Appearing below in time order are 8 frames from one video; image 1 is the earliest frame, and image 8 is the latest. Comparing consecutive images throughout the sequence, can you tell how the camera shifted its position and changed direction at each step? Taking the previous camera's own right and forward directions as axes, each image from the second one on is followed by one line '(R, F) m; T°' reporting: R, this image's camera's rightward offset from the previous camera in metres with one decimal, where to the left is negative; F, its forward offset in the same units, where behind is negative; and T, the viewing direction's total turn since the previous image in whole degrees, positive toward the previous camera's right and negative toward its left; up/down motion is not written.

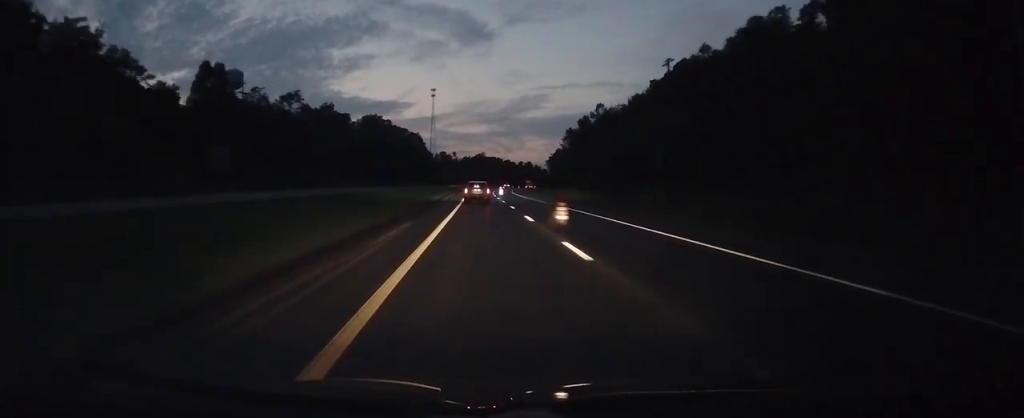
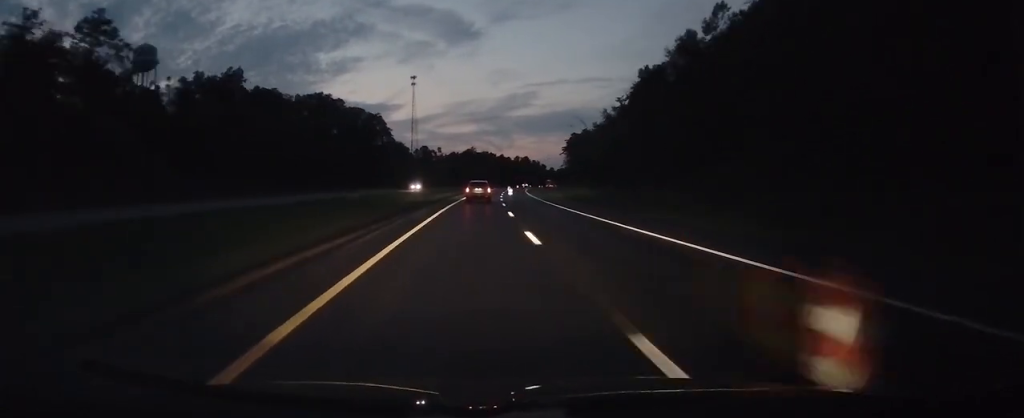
(-1.2, +70.4) m; +1°
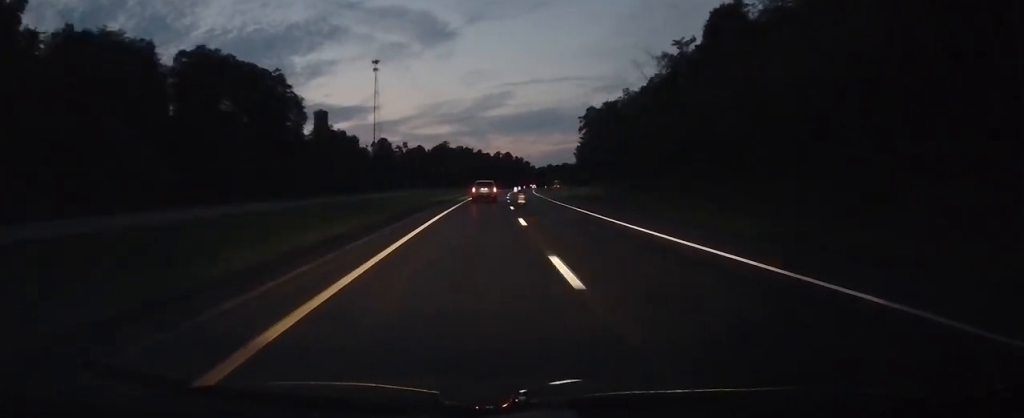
(+2.6, +67.0) m; +3°
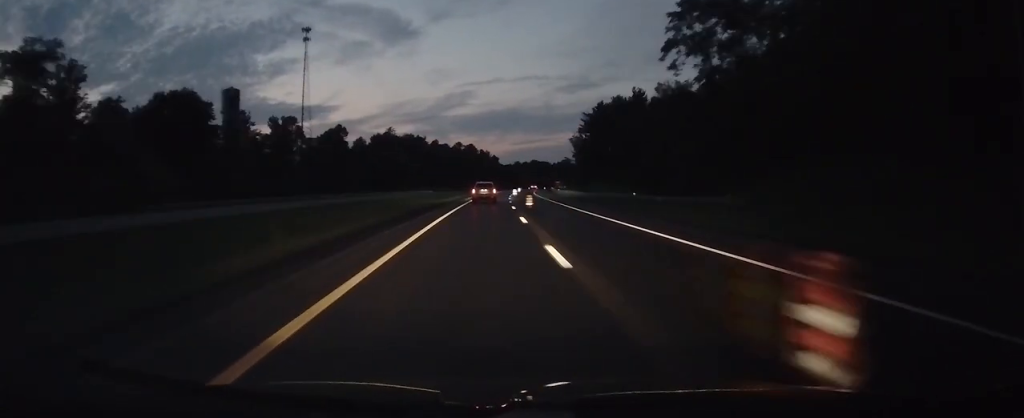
(+2.2, +83.2) m; +4°
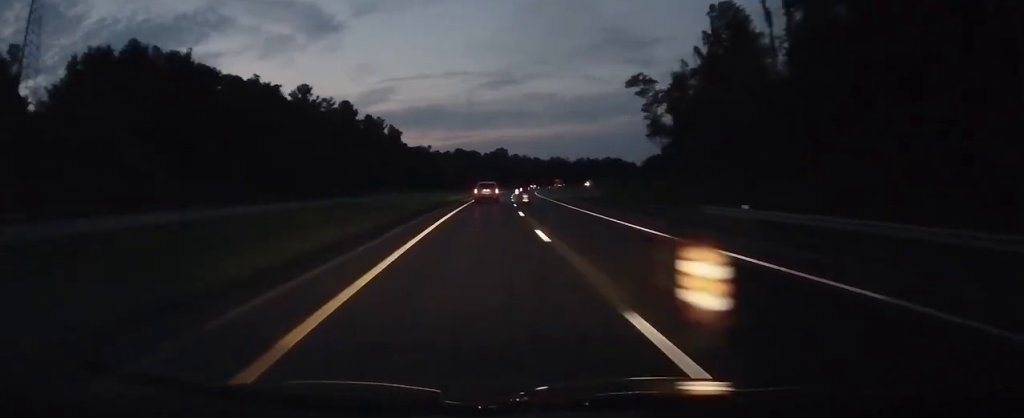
(+11.9, +164.0) m; +9°
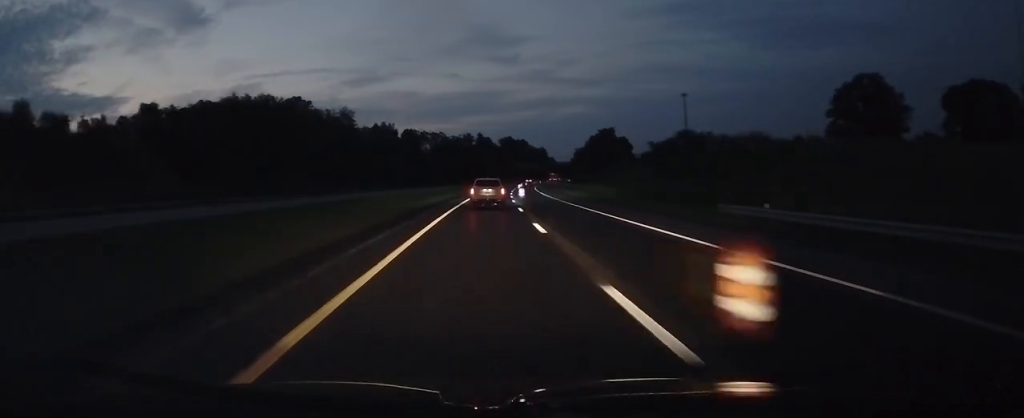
(+34.0, +282.2) m; +14°
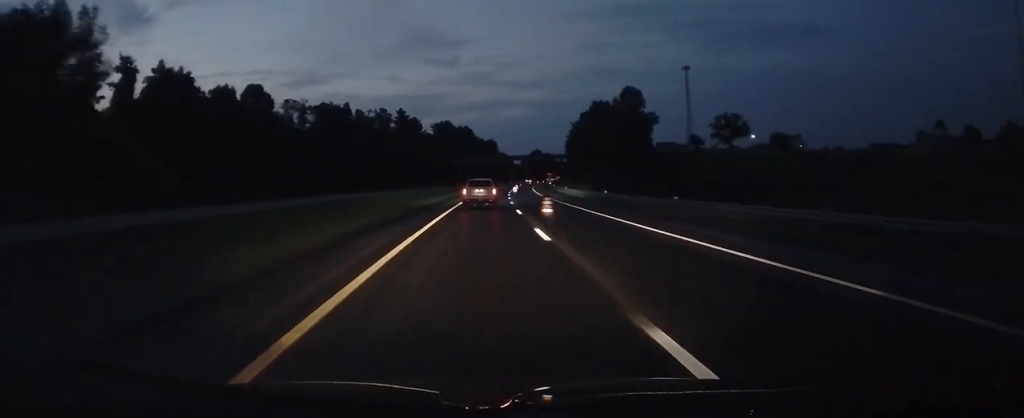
(+7.3, +124.6) m; +6°
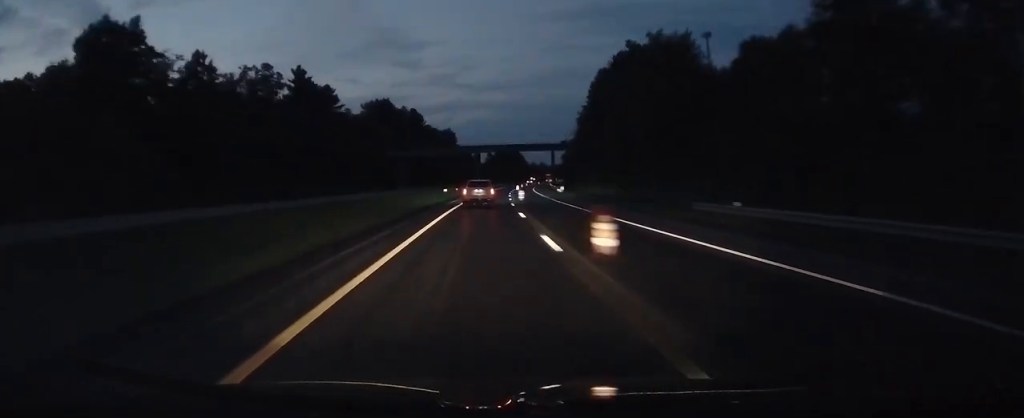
(+3.8, +88.8) m; +4°
